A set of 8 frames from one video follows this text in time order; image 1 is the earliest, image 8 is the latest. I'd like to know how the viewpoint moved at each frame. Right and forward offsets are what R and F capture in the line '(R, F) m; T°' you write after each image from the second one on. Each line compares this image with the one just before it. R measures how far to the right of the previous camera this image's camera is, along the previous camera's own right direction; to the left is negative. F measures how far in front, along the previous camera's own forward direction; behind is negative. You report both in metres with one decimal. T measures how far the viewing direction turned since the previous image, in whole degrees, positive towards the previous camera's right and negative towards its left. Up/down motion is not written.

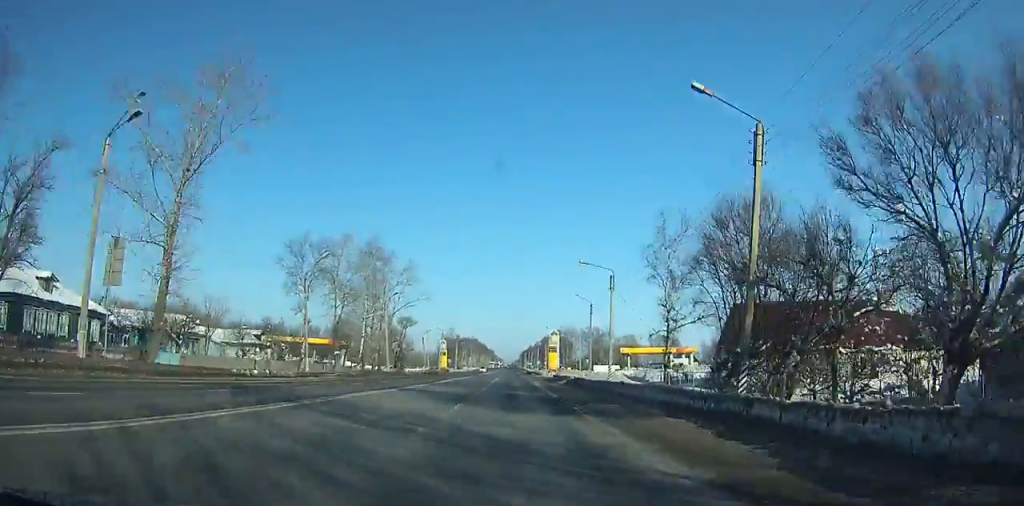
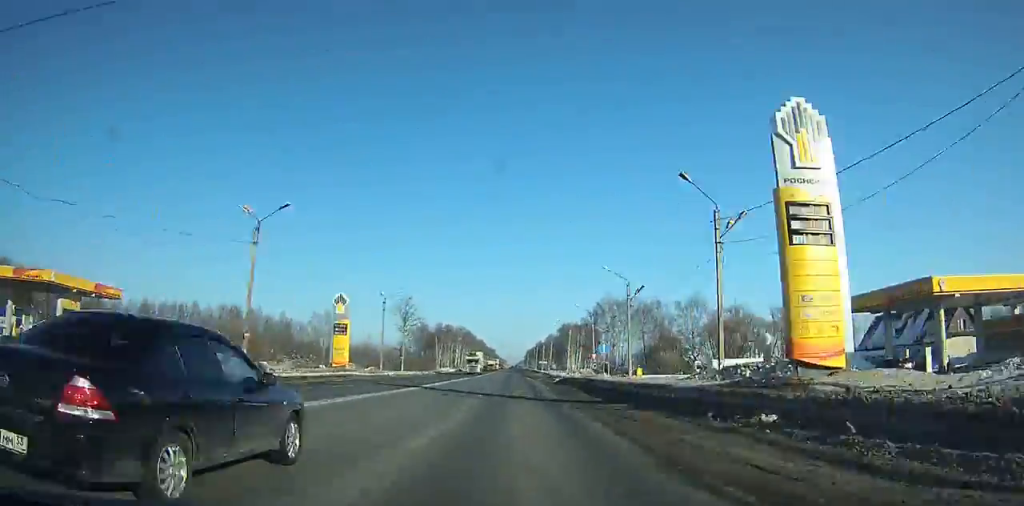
(+0.1, +105.5) m; -2°
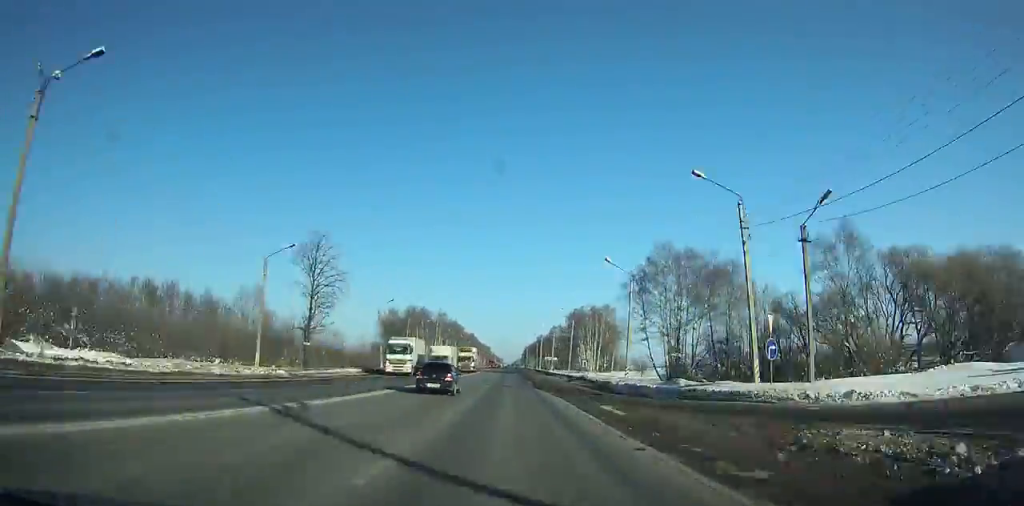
(+1.8, +57.1) m; -7°
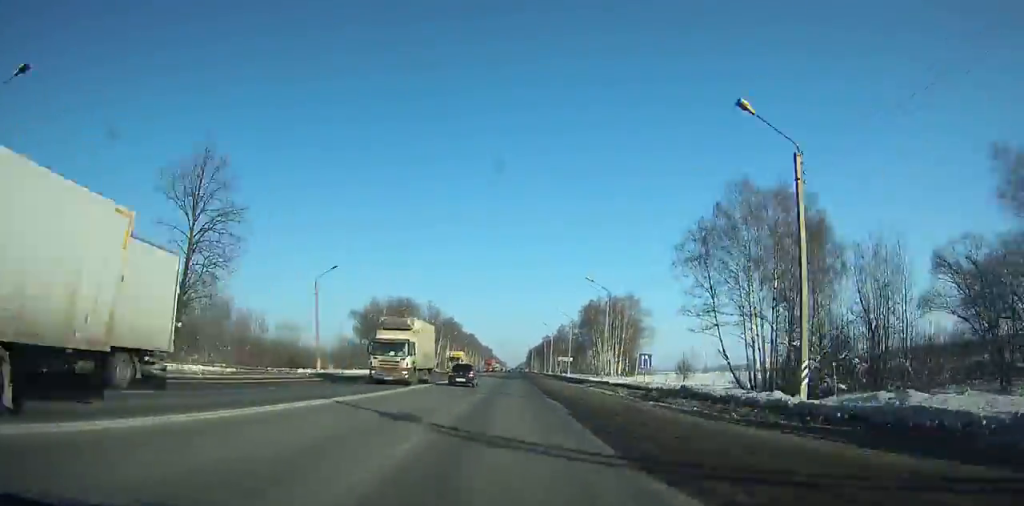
(-4.5, +25.0) m; +3°
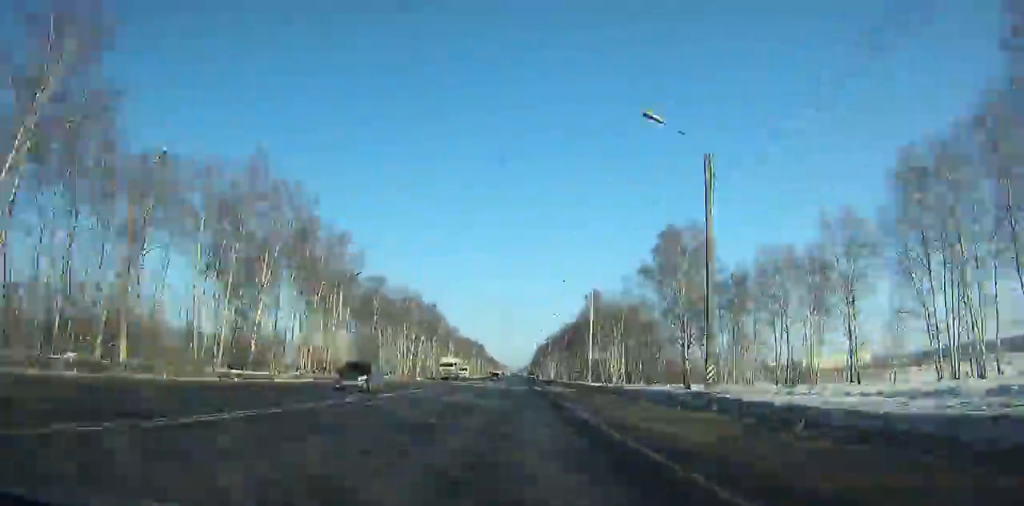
(+24.4, +180.9) m; +8°
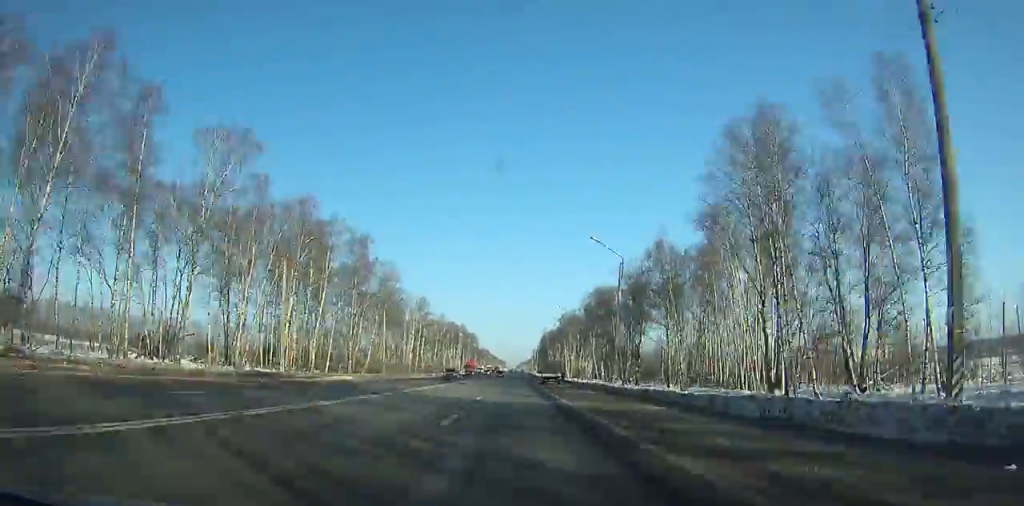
(-2.8, +88.7) m; -2°
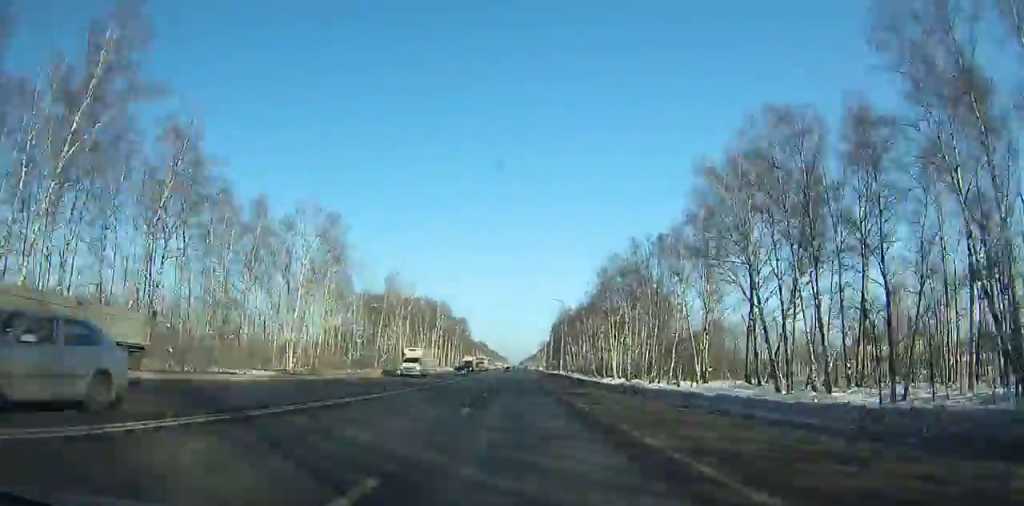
(0.0, +85.5) m; 0°
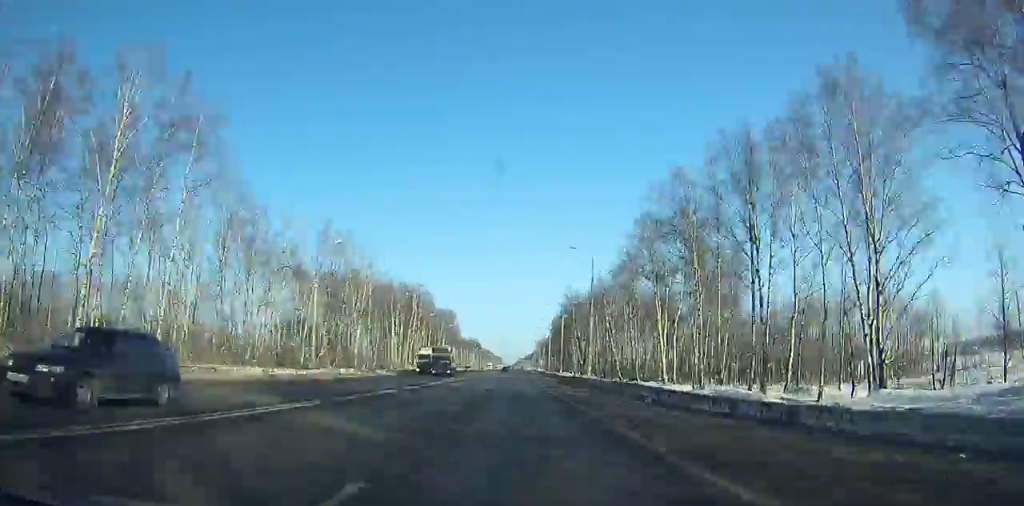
(+0.1, +36.5) m; 0°
